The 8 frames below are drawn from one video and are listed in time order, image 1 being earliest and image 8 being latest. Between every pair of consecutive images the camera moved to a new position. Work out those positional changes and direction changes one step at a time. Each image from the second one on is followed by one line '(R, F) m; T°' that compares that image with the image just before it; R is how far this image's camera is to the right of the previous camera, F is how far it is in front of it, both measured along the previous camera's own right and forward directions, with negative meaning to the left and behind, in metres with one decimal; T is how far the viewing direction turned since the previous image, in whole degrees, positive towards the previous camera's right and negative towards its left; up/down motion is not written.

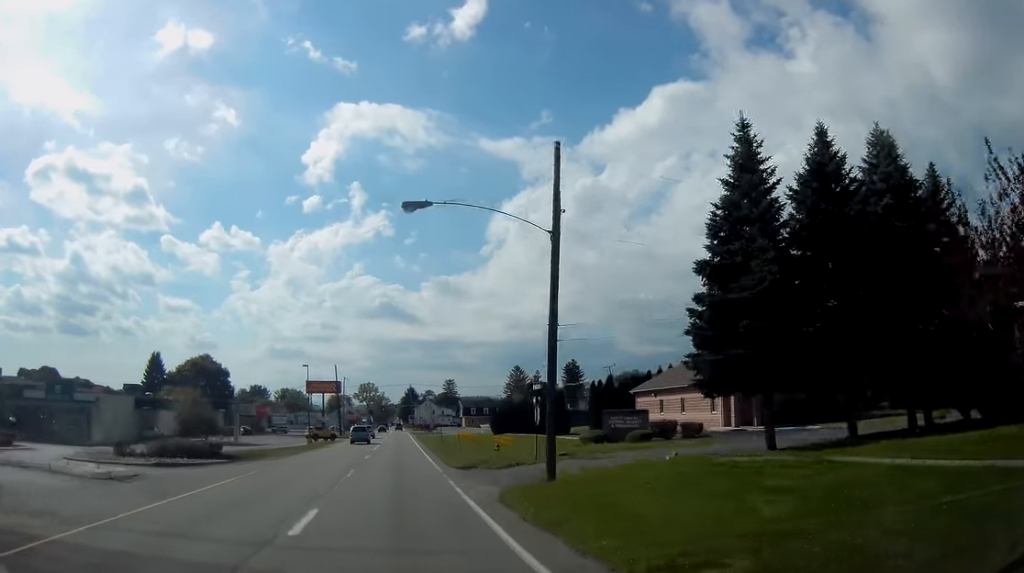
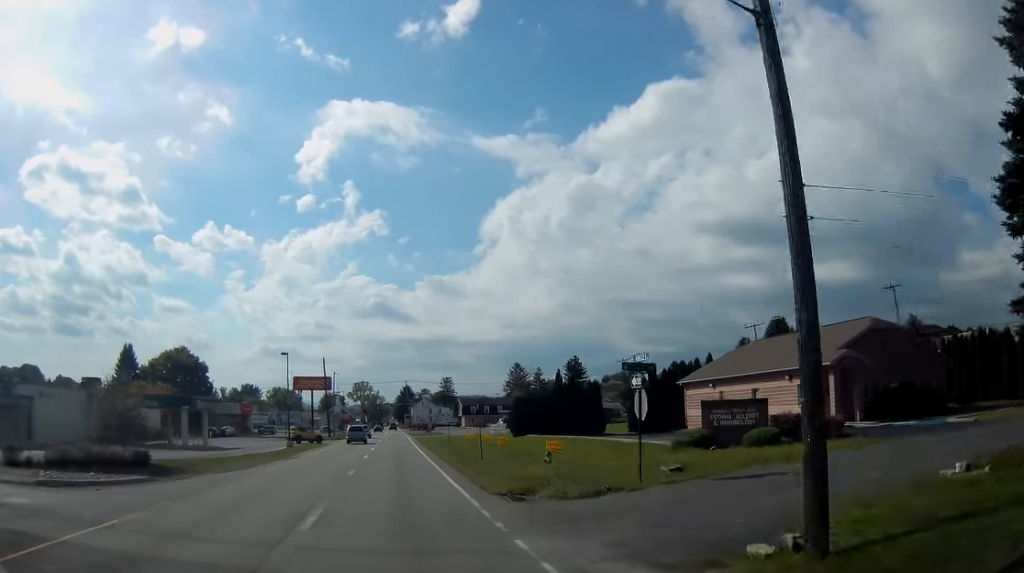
(0.0, +11.7) m; +1°
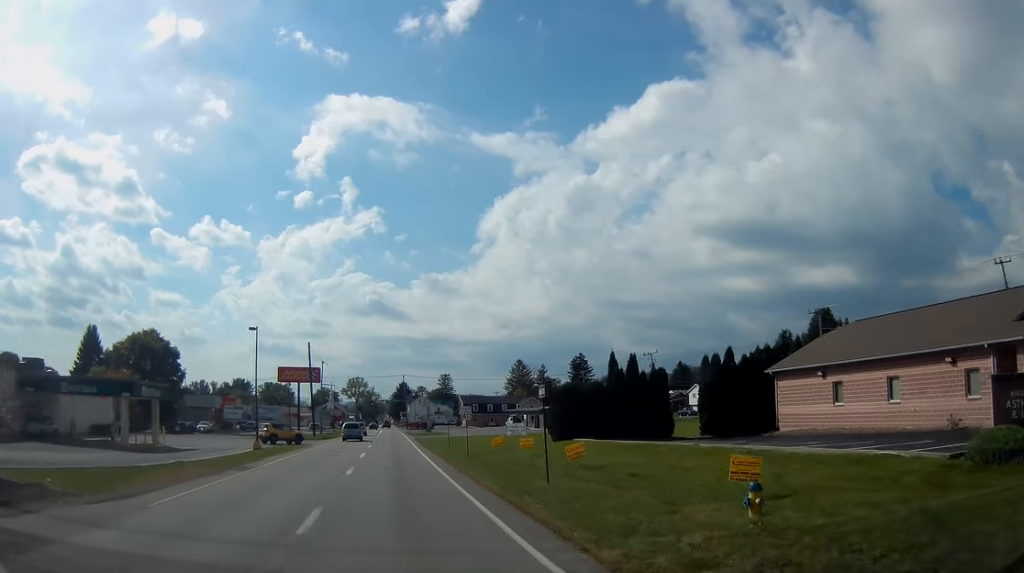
(+0.2, +13.4) m; 0°
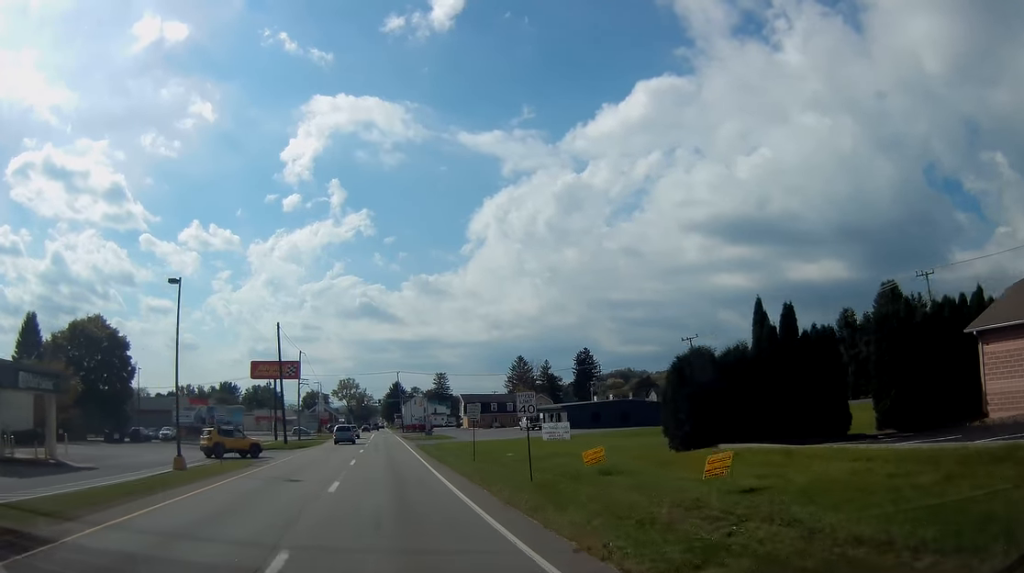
(0.0, +16.9) m; 0°
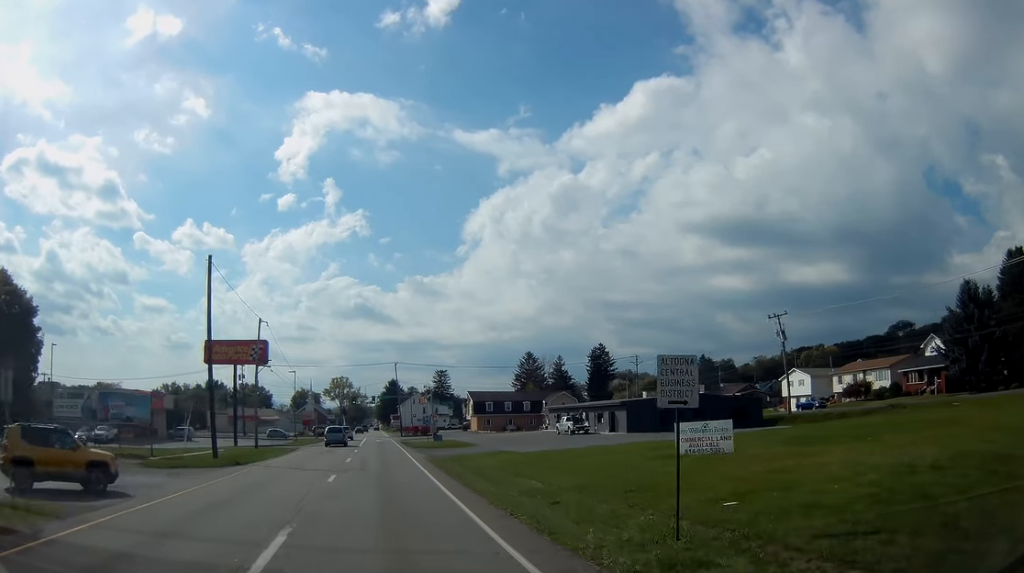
(0.0, +22.8) m; +1°
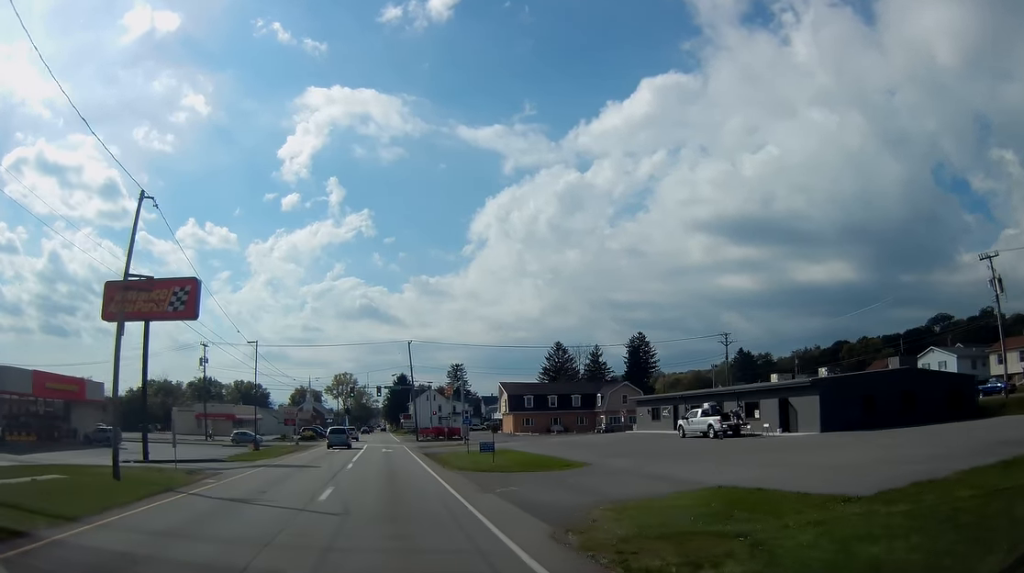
(0.0, +29.7) m; -1°
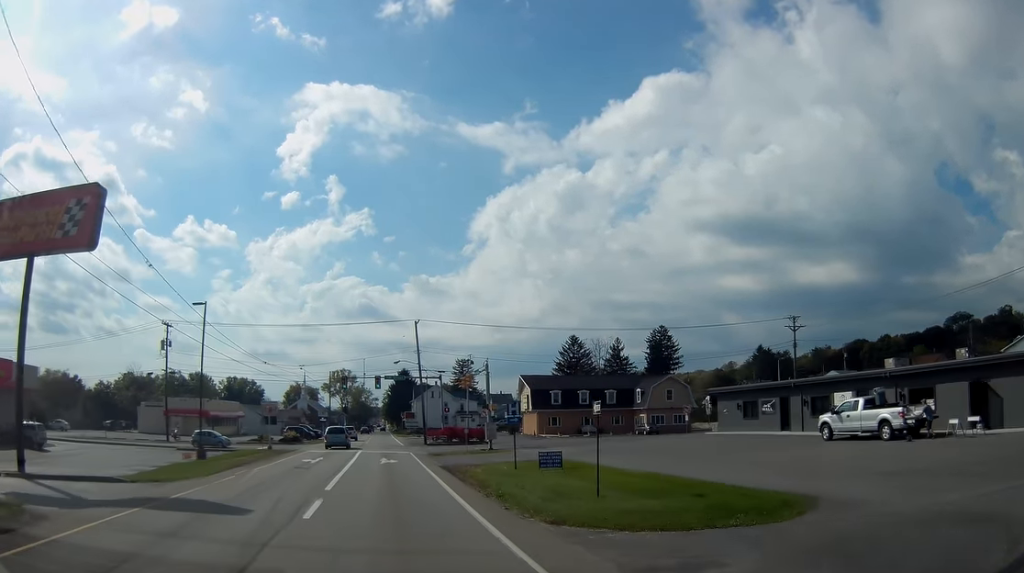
(+0.1, +16.0) m; 0°
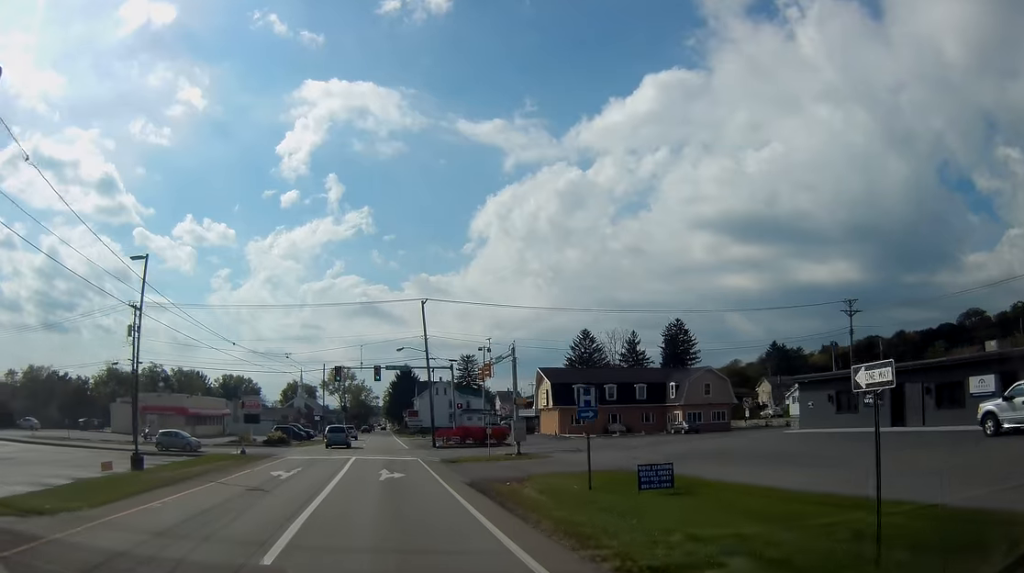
(+0.1, +10.1) m; 0°
